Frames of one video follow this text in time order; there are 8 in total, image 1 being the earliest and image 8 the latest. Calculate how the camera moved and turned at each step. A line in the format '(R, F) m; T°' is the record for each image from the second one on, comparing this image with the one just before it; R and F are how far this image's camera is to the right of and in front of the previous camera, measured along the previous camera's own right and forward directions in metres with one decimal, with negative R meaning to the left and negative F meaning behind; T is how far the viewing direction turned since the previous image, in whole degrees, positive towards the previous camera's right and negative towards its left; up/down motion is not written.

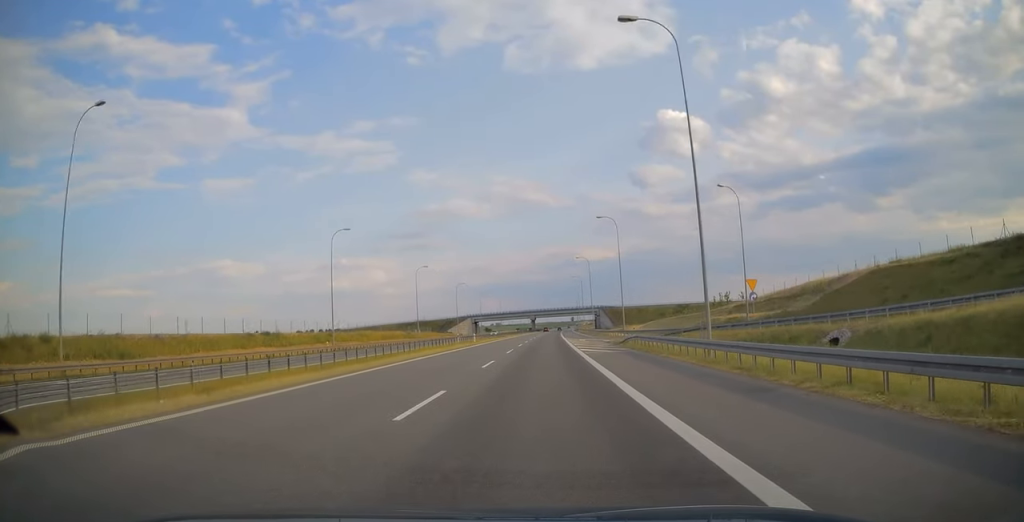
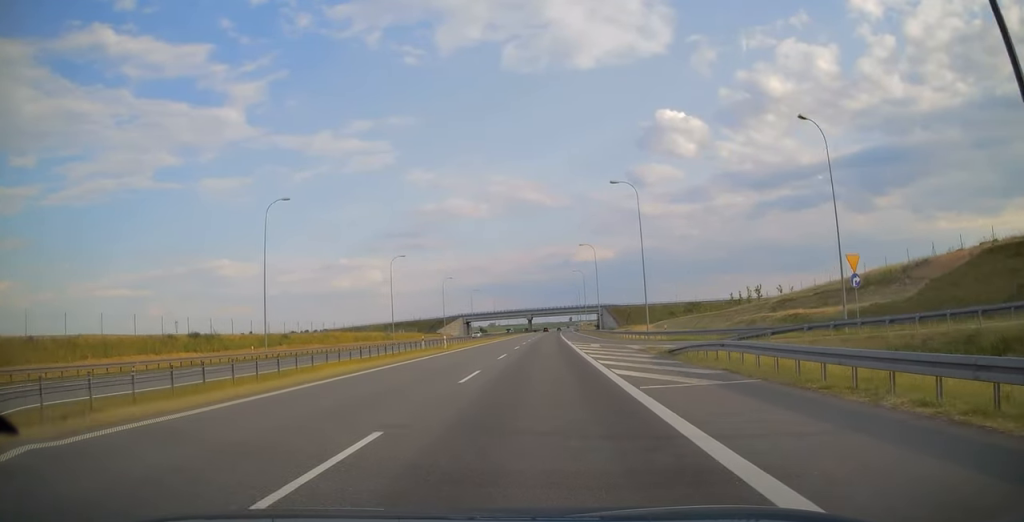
(0.0, +17.5) m; 0°
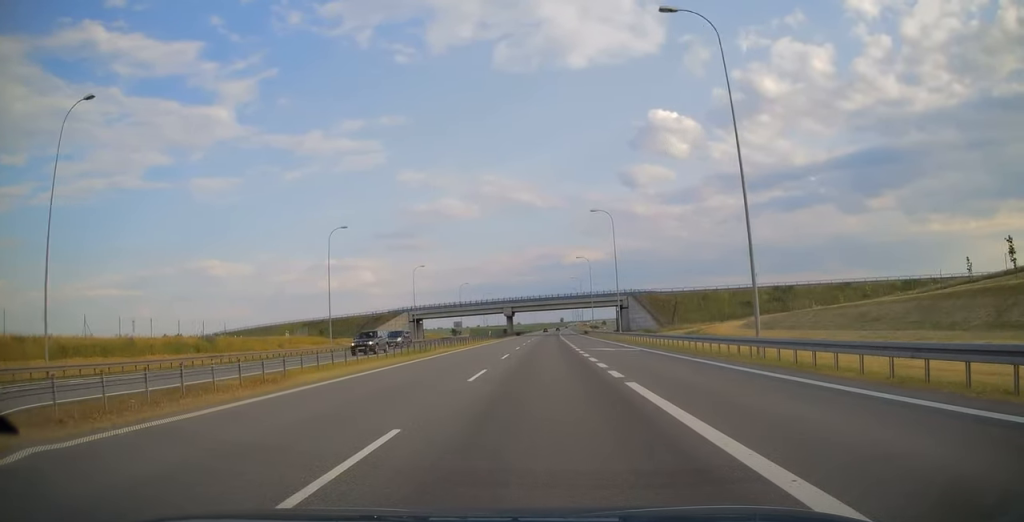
(+0.3, +71.3) m; +1°
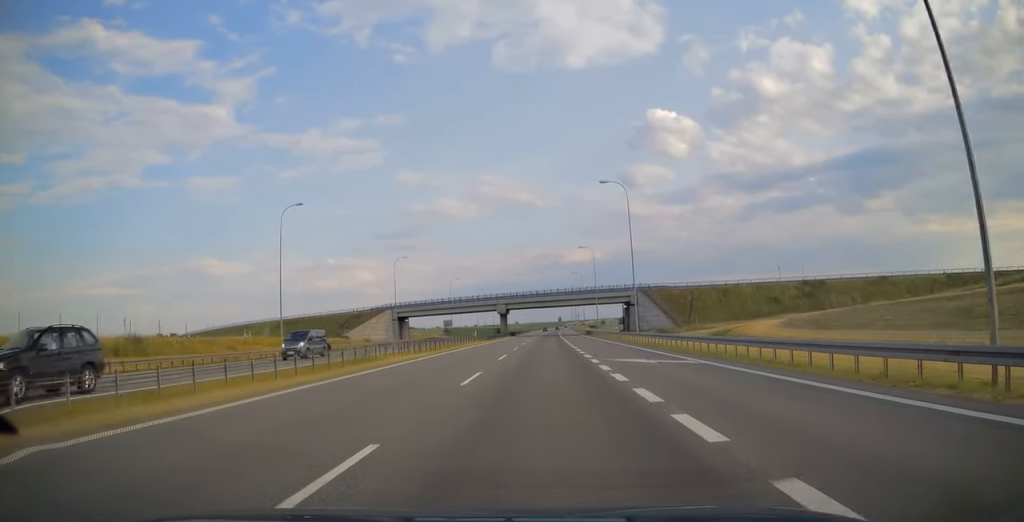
(+0.1, +13.1) m; 0°
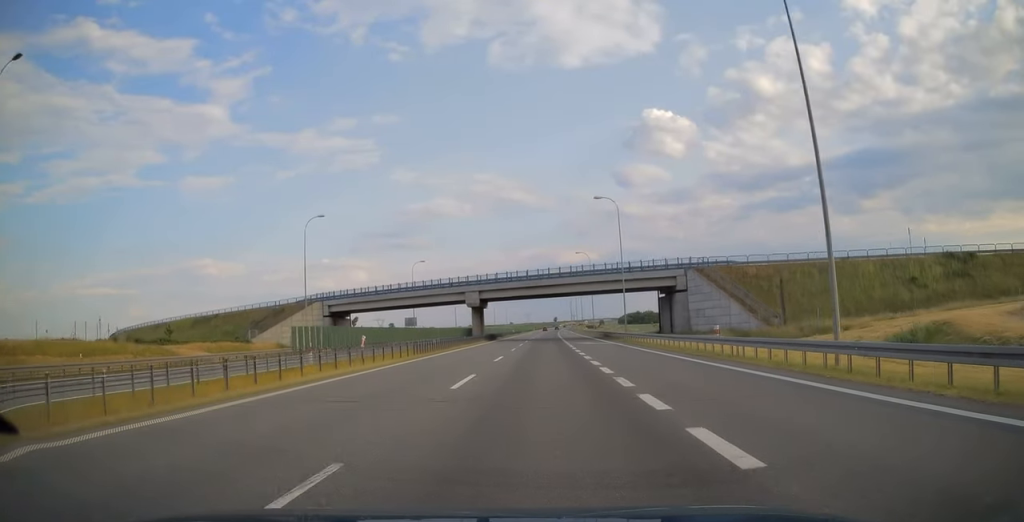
(+0.1, +37.1) m; 0°
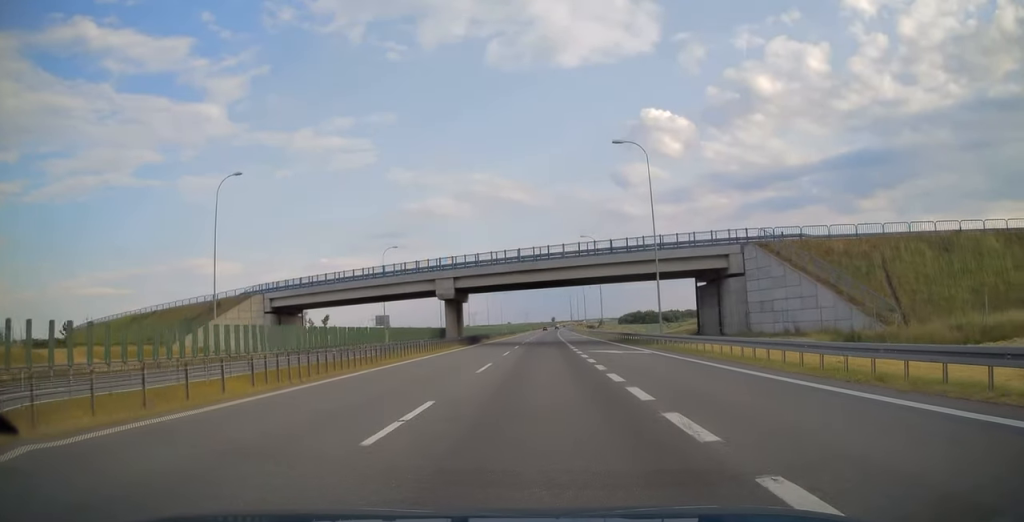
(0.0, +18.5) m; 0°
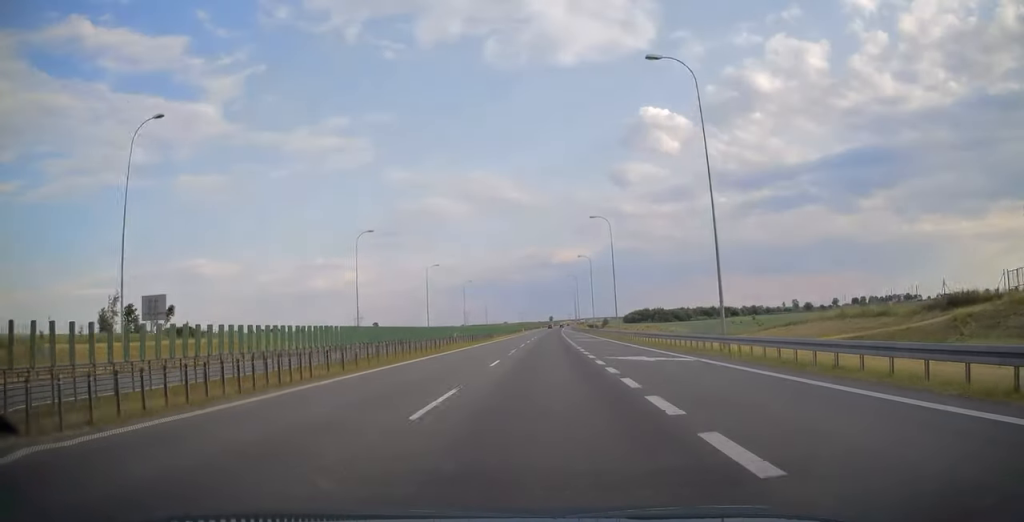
(+0.4, +57.9) m; +1°
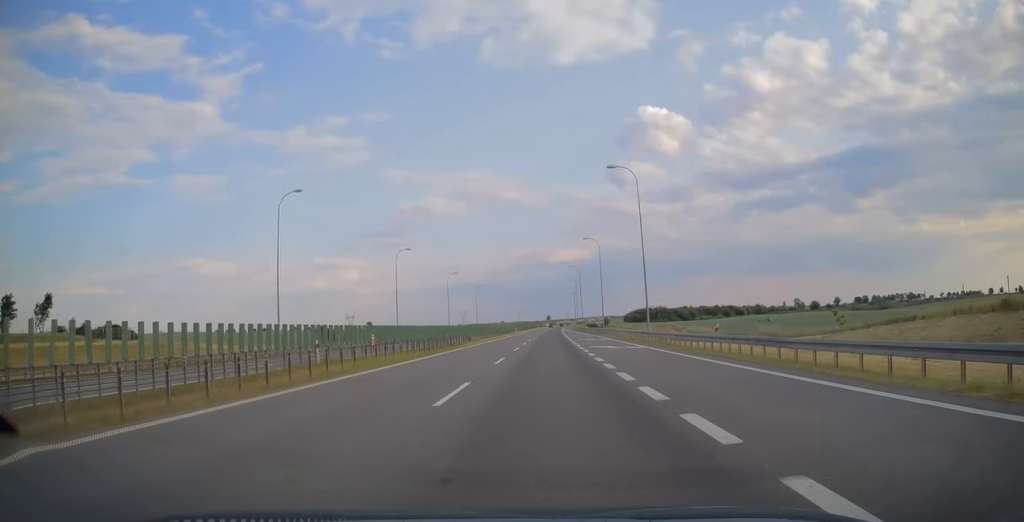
(0.0, +22.5) m; 0°
